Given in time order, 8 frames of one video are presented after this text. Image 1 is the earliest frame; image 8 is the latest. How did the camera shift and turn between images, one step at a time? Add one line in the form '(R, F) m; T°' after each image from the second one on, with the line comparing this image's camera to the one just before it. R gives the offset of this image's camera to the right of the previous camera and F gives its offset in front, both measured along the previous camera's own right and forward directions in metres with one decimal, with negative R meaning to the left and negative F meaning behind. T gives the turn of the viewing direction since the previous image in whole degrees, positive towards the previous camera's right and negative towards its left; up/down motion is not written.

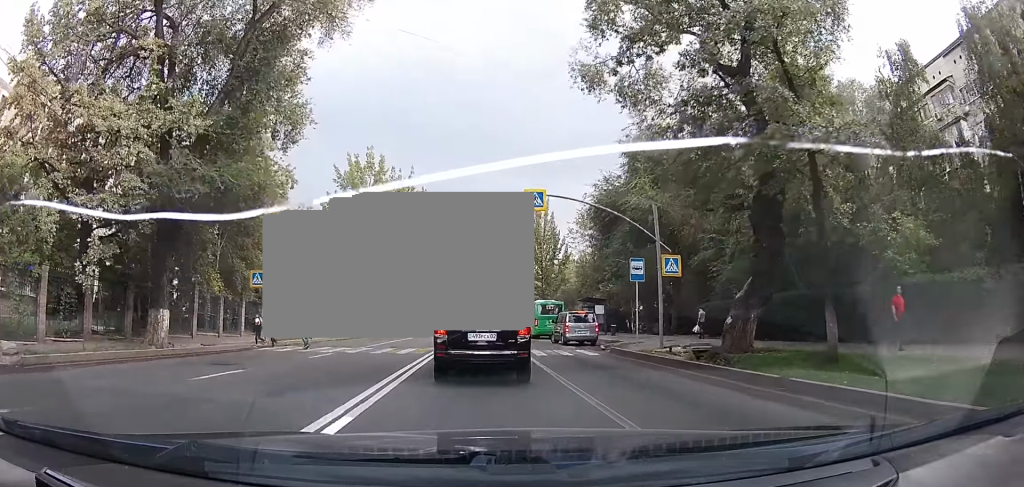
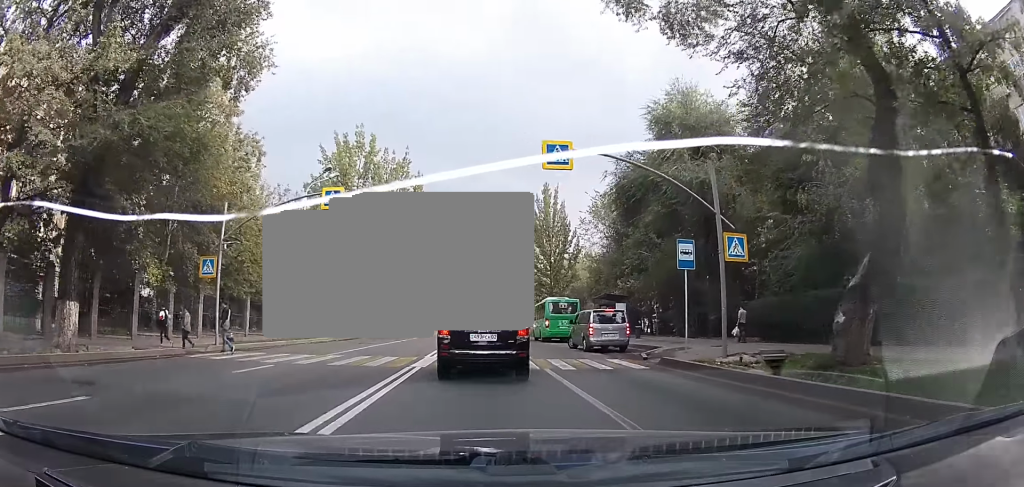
(-0.1, +5.5) m; -1°
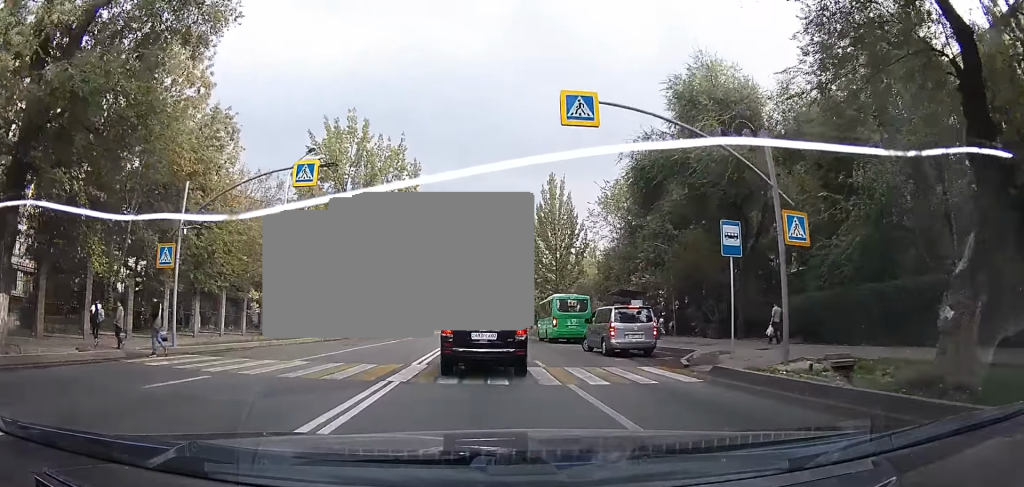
(0.0, +3.6) m; 0°
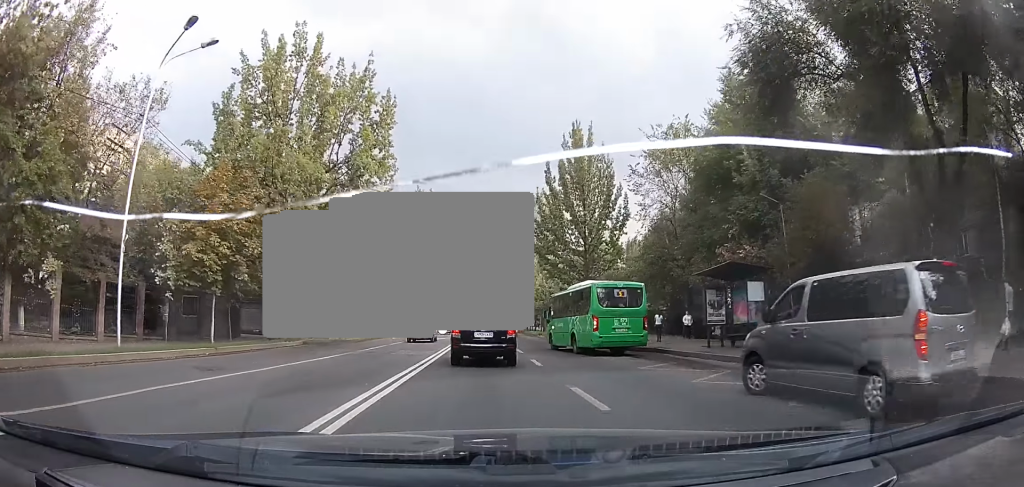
(0.0, +15.6) m; -1°
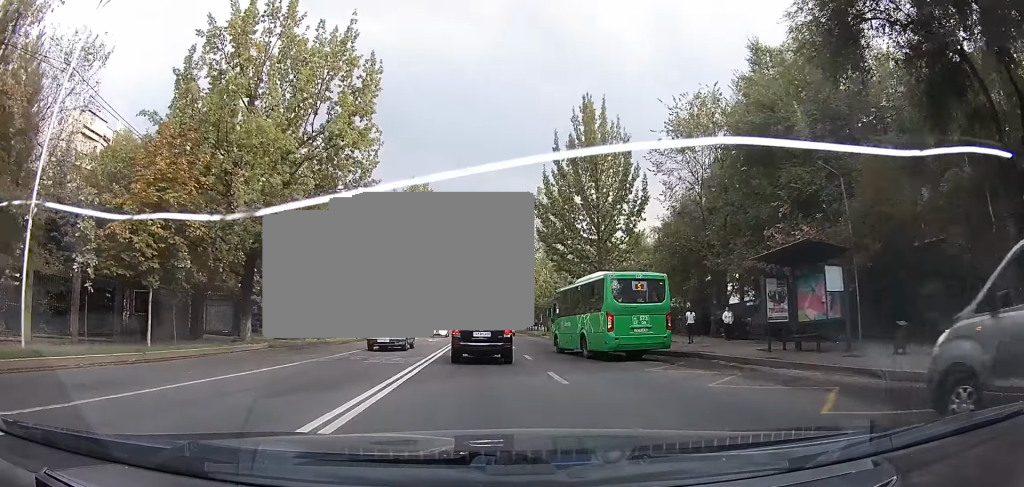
(0.0, +5.2) m; 0°
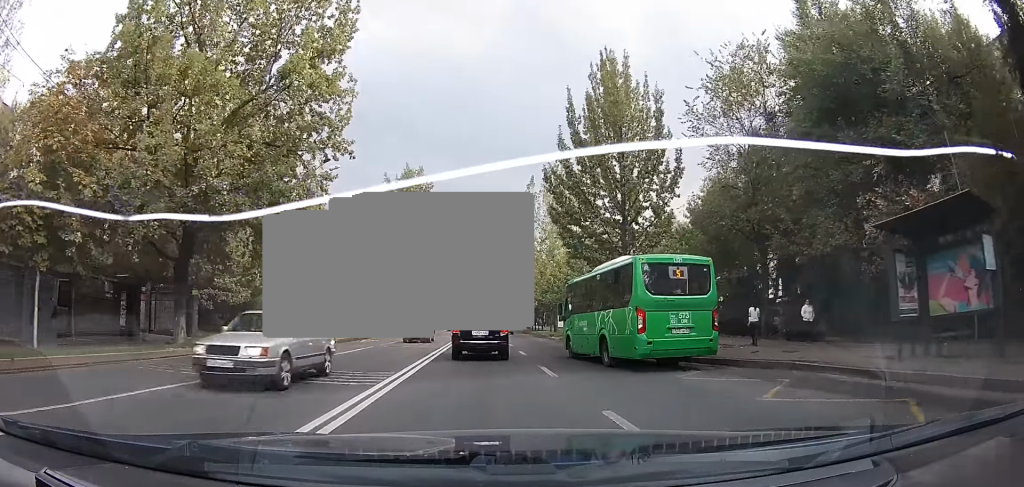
(0.0, +6.5) m; 0°
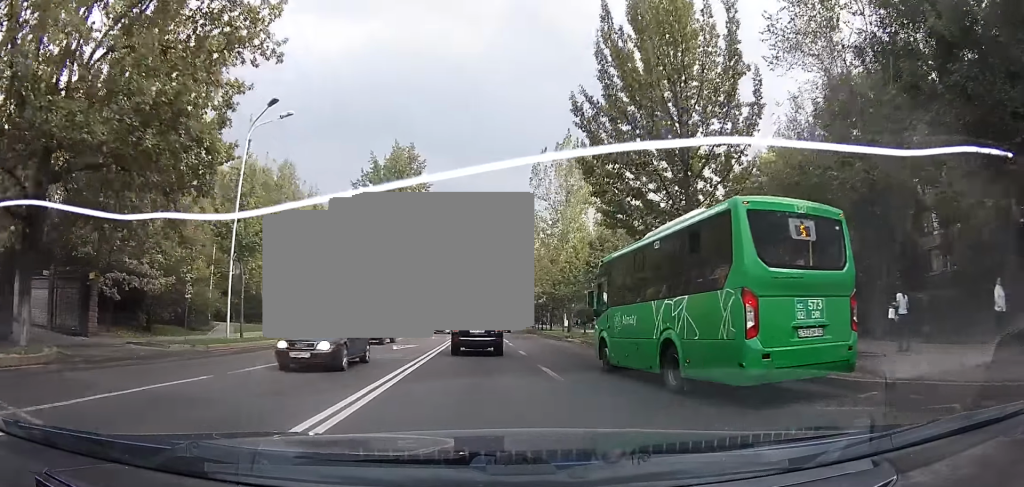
(0.0, +9.3) m; 0°
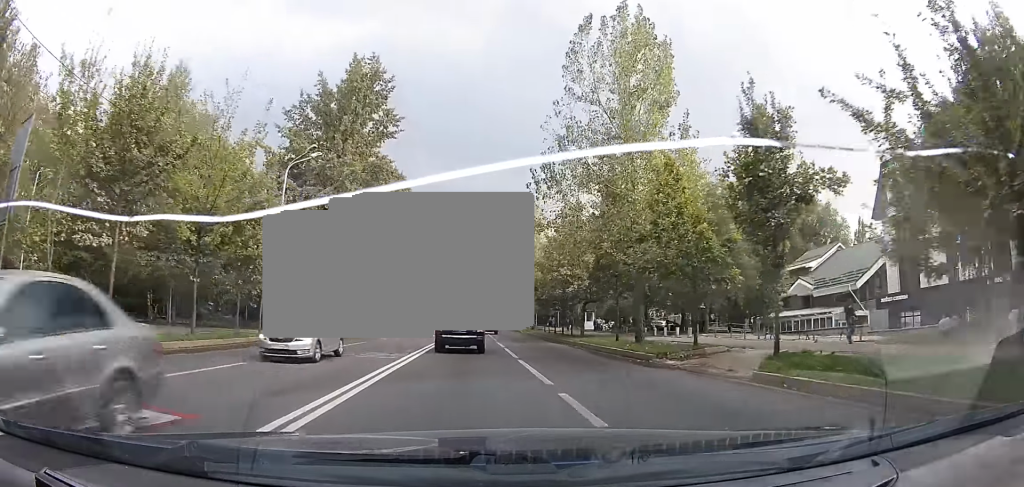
(+0.2, +21.6) m; +1°
